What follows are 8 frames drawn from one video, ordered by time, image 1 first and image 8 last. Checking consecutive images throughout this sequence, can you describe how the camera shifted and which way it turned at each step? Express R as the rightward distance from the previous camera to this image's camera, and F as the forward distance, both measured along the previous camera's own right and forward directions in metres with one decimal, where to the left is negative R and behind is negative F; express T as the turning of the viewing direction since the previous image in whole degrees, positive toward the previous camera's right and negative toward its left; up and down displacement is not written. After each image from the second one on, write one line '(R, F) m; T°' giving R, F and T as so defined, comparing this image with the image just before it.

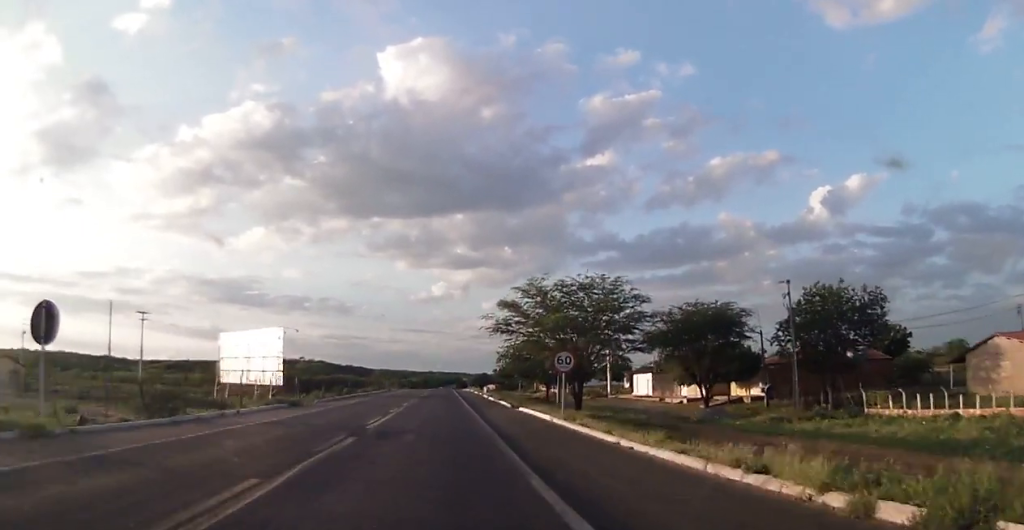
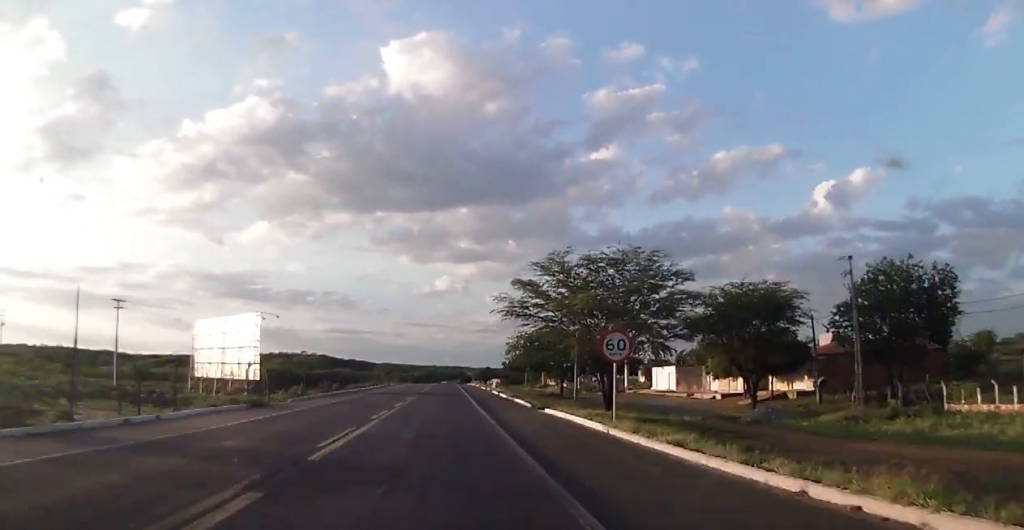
(-0.1, +8.0) m; 0°
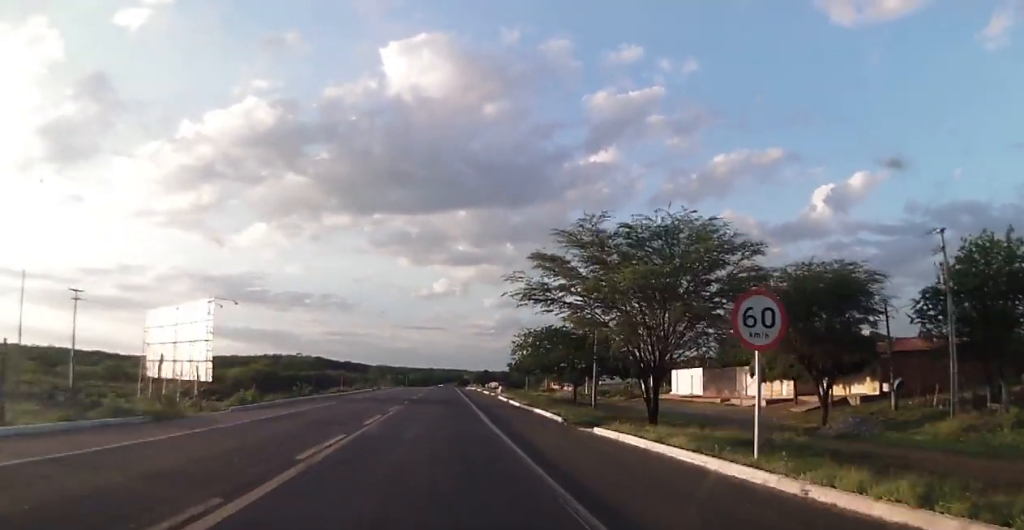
(-0.1, +9.6) m; +2°
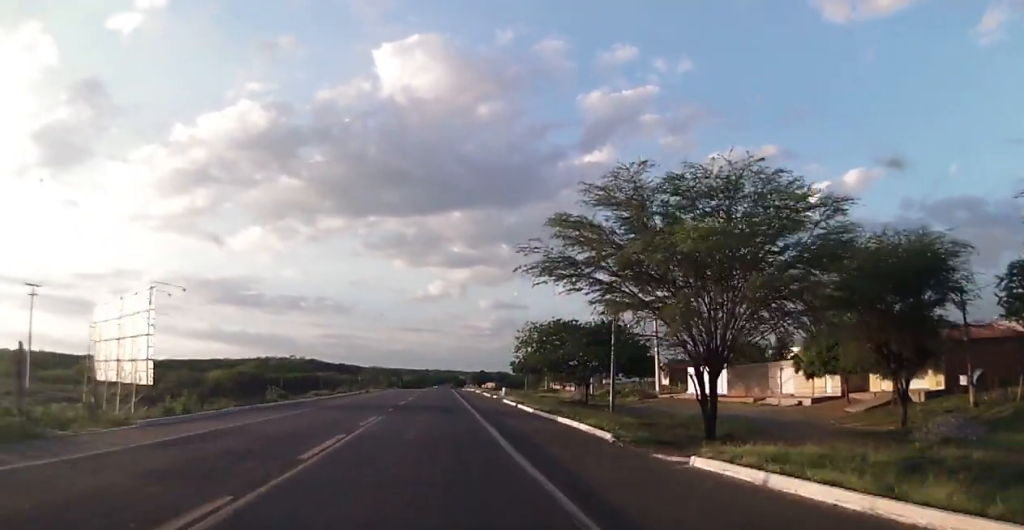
(+0.3, +7.7) m; 0°
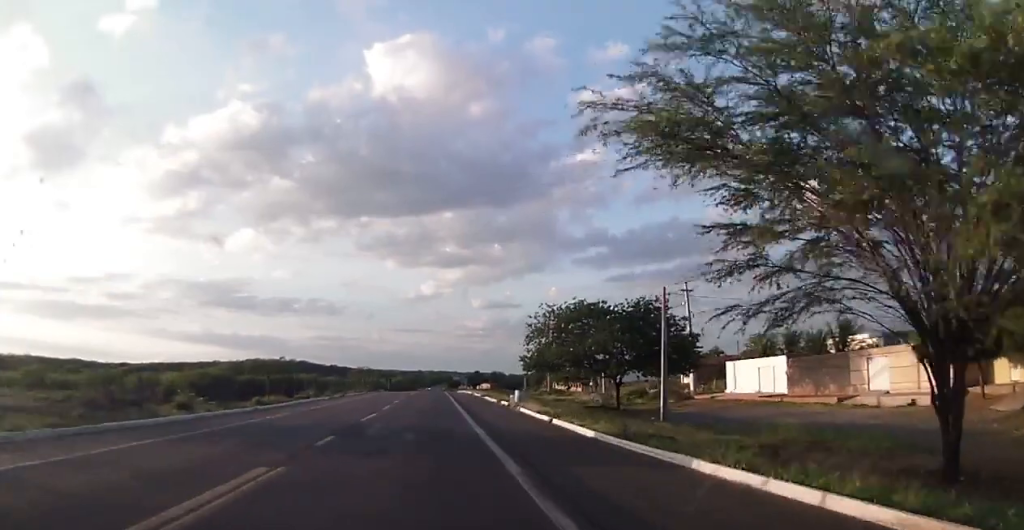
(0.0, +13.4) m; 0°
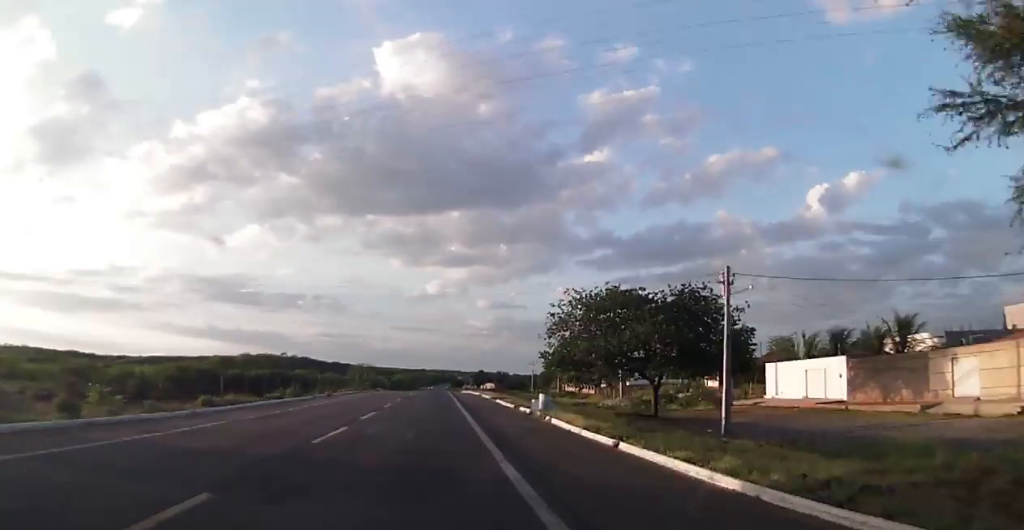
(-0.2, +8.1) m; 0°
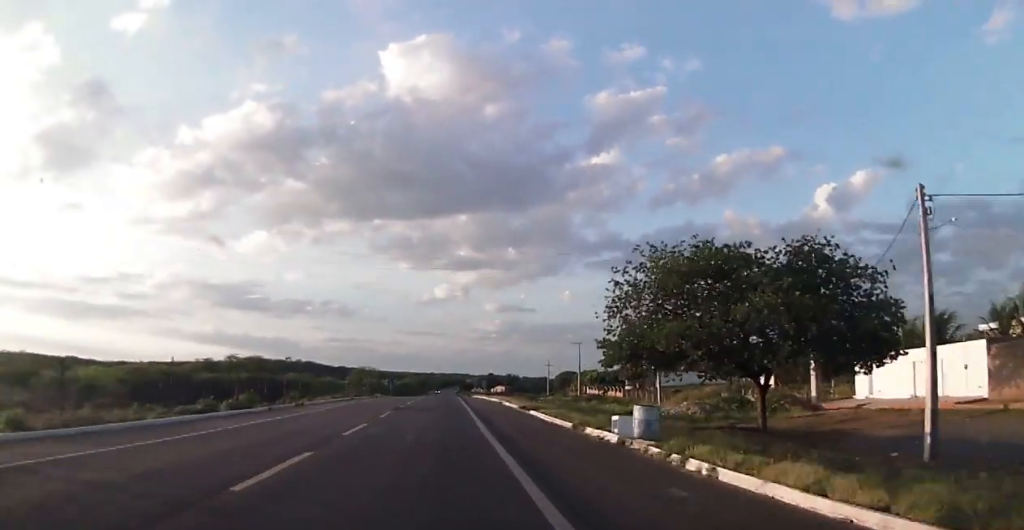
(+0.5, +13.2) m; 0°
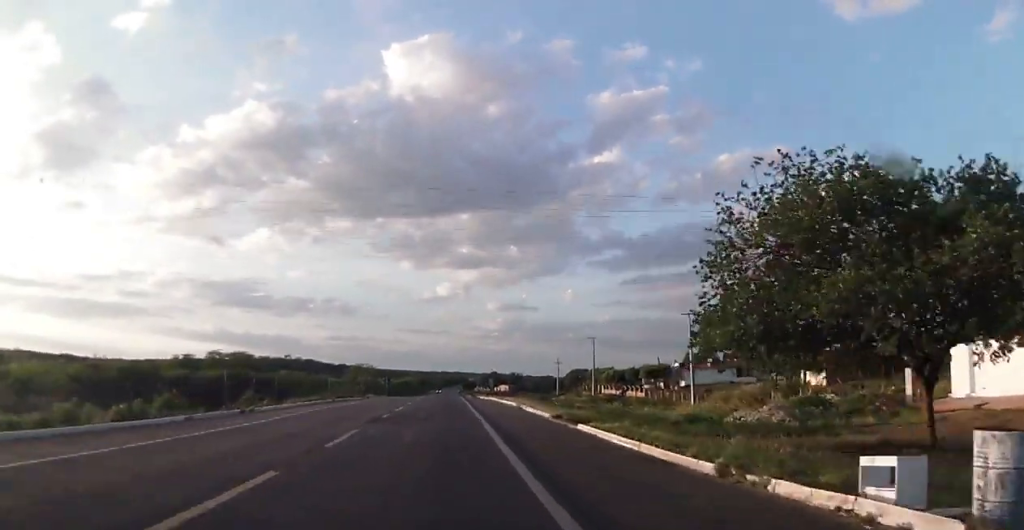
(-0.4, +10.7) m; -1°
